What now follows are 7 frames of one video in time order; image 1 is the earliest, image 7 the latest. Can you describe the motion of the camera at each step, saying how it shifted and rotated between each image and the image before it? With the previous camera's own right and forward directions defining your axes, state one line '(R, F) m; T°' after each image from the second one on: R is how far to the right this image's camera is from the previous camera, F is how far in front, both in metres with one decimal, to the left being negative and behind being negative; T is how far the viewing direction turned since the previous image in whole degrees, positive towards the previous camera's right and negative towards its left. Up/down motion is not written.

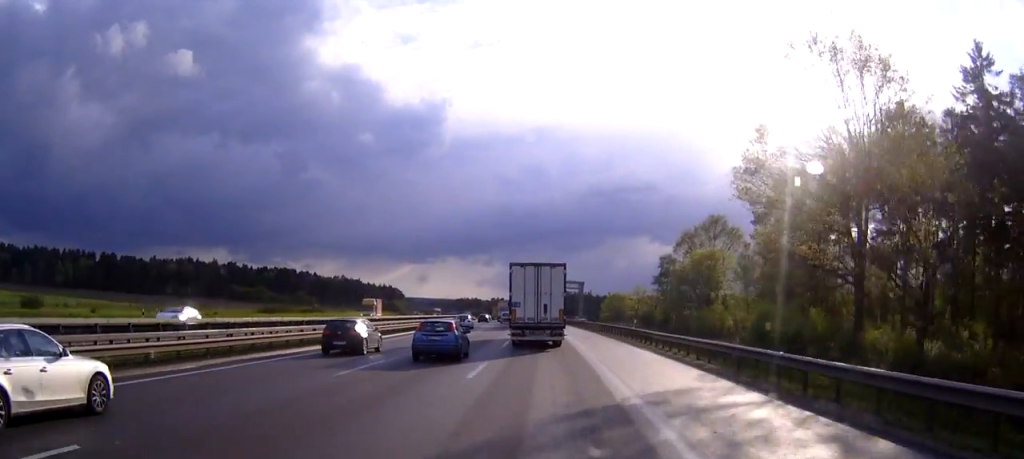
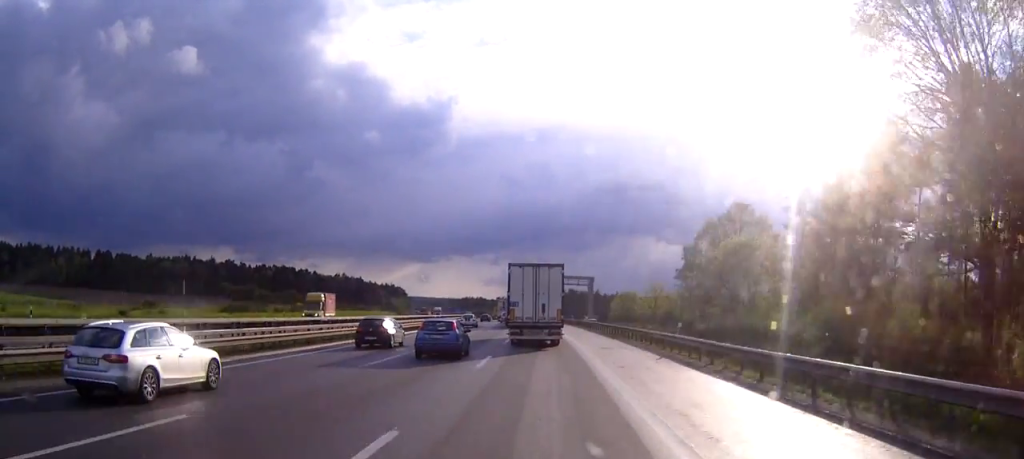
(0.0, +14.7) m; 0°
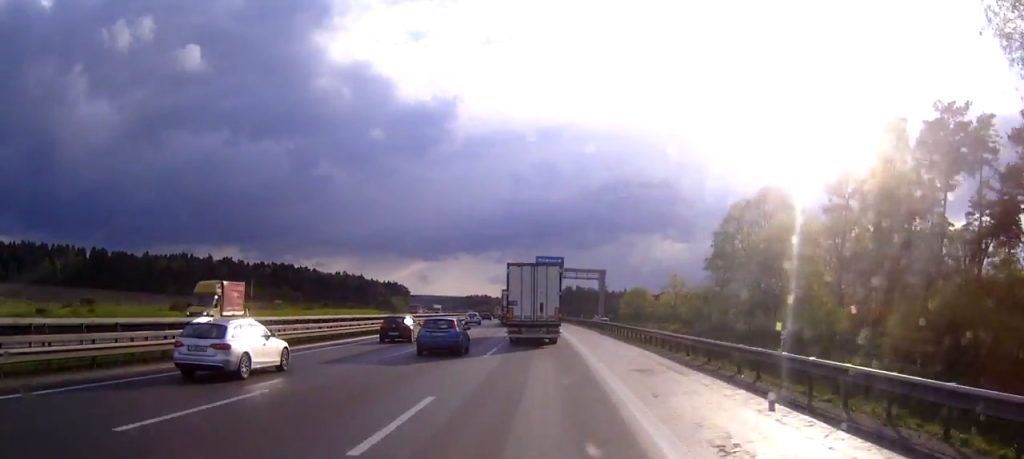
(0.0, +14.0) m; 0°
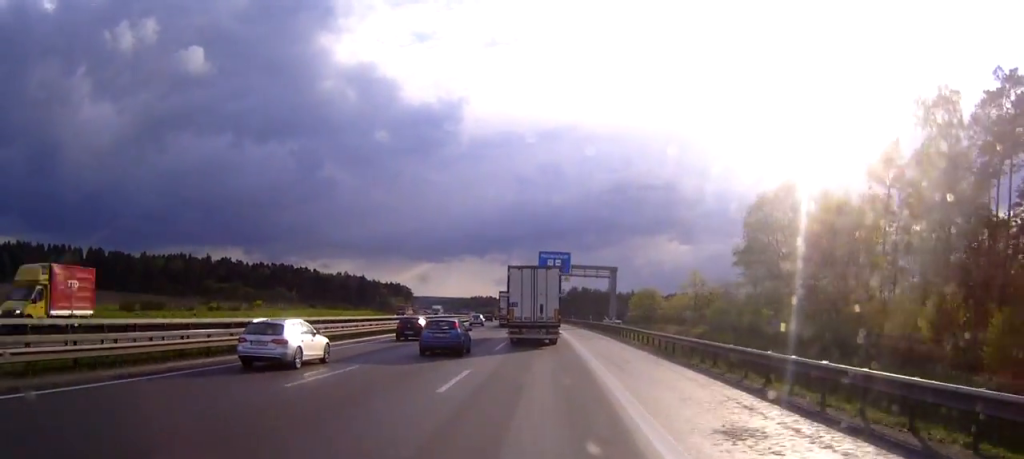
(0.0, +10.9) m; 0°
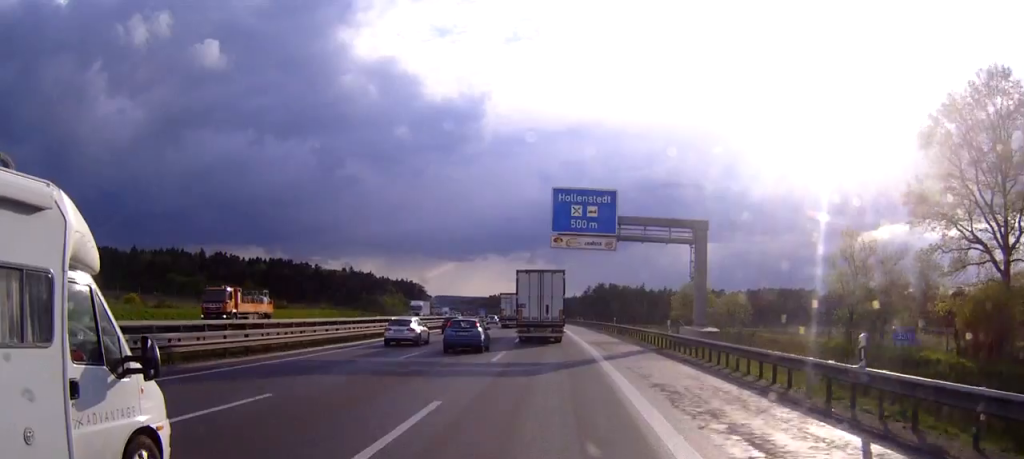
(-0.4, +43.3) m; -2°
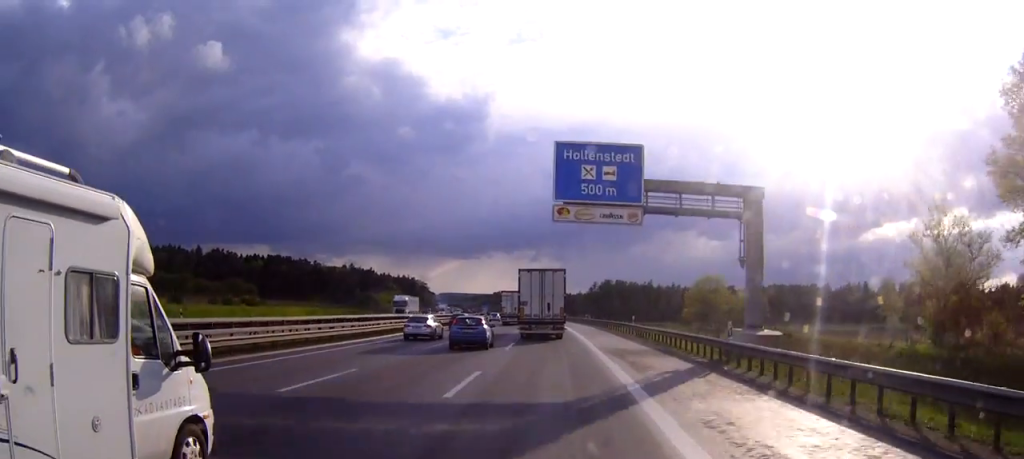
(-0.1, +11.7) m; -1°
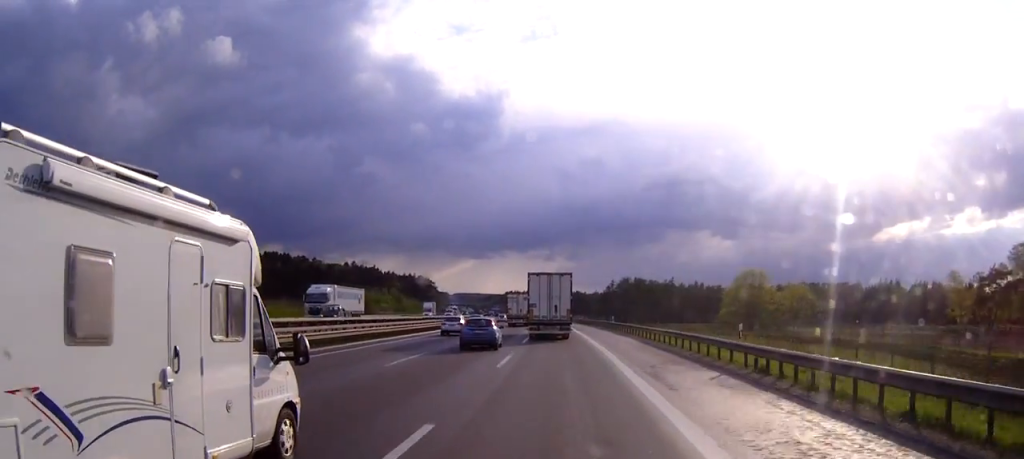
(-0.4, +27.3) m; -1°
